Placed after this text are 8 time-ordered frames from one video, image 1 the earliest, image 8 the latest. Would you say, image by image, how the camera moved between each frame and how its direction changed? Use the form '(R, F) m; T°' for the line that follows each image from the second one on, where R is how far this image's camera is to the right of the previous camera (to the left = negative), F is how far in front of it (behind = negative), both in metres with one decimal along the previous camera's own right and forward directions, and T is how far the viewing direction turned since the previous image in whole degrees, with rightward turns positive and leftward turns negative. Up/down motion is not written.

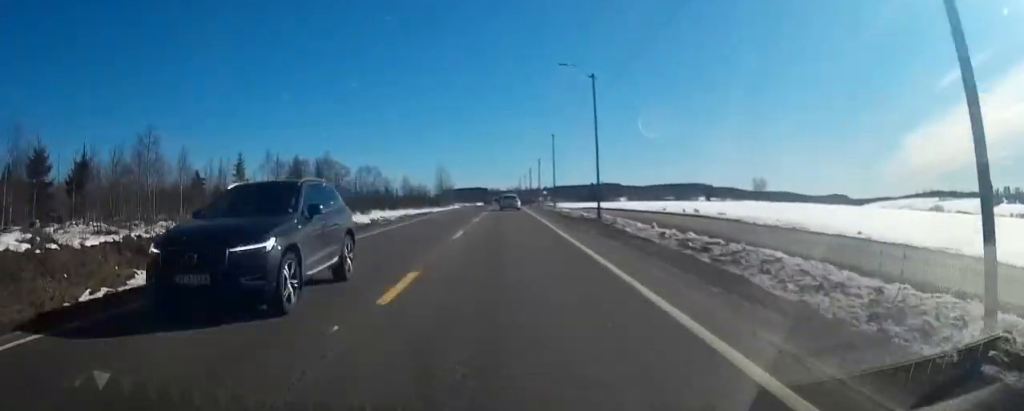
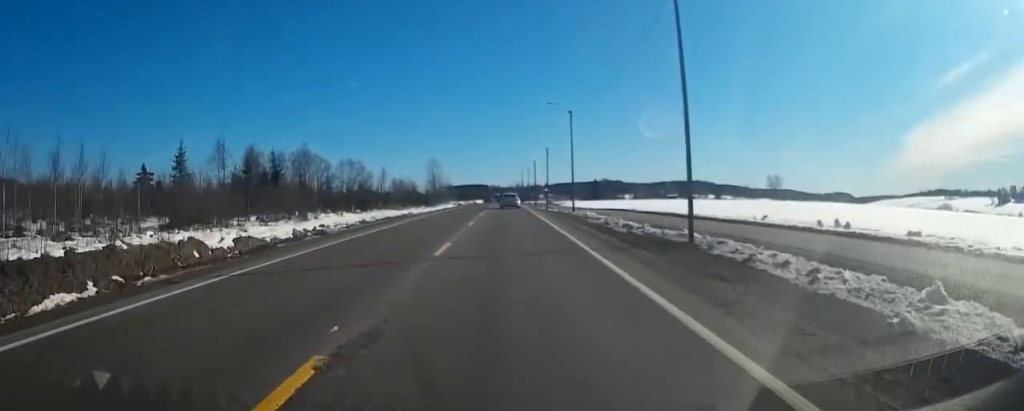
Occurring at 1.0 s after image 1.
(-0.3, +17.3) m; 0°
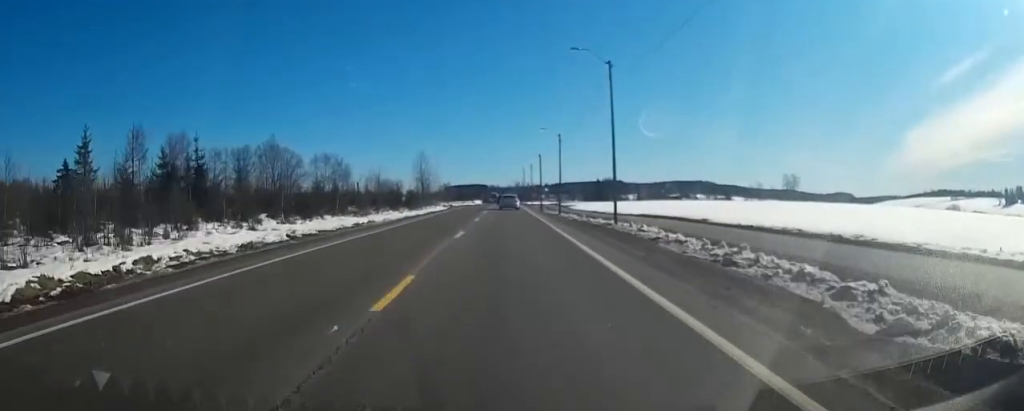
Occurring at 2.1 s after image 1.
(+0.2, +18.6) m; +1°
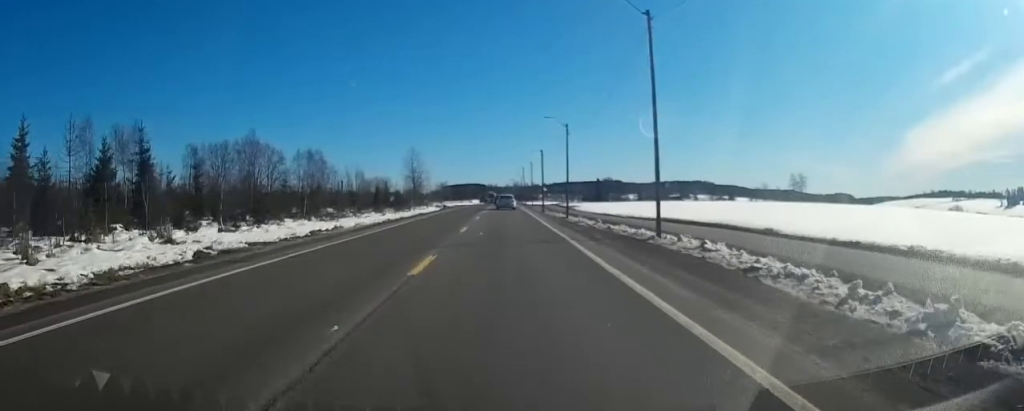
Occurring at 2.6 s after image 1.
(0.0, +8.8) m; 0°
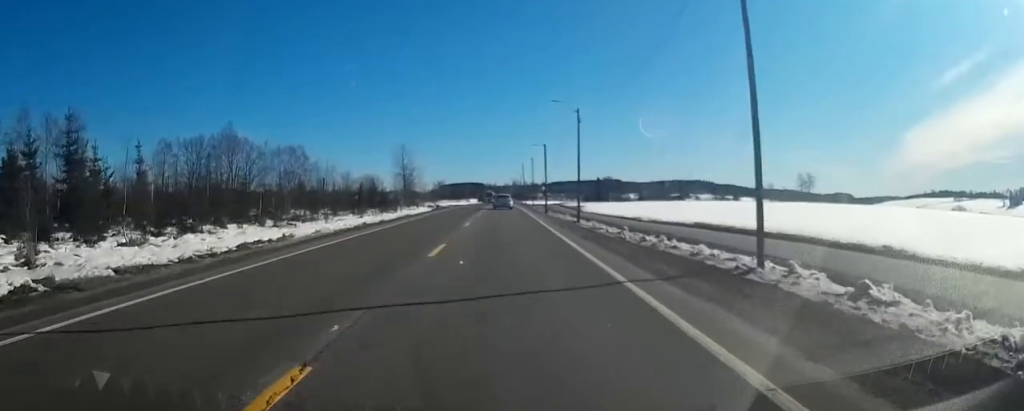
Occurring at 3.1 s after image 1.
(-0.1, +8.8) m; 0°
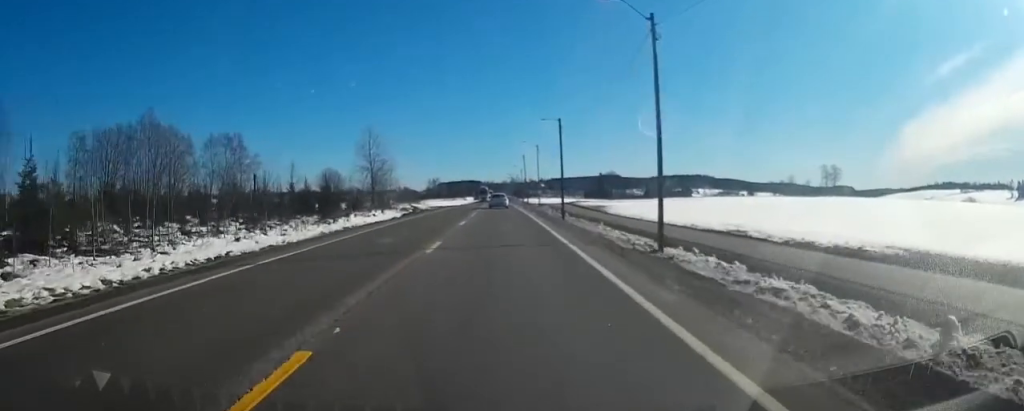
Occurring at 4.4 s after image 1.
(+0.2, +23.2) m; 0°
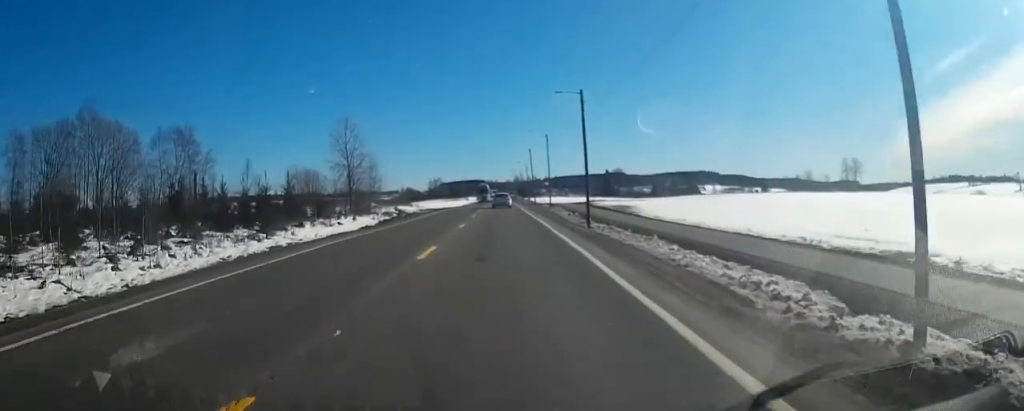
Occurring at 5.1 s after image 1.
(-0.1, +13.2) m; -1°
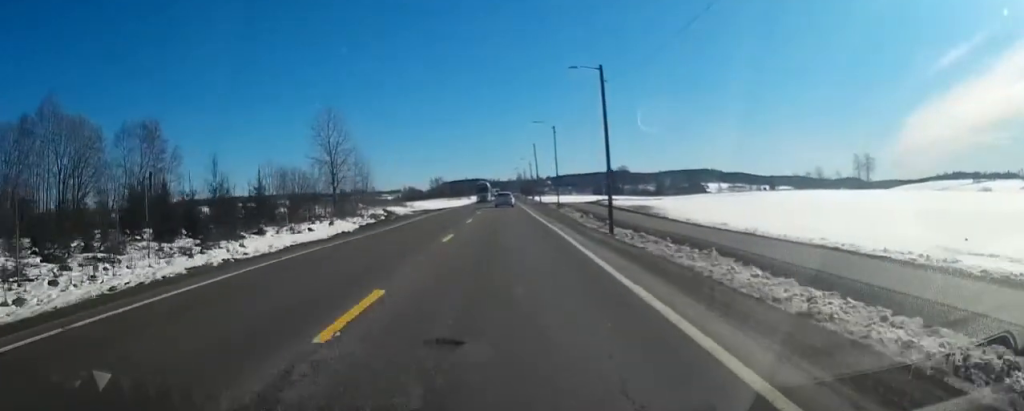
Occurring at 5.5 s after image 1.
(0.0, +7.2) m; 0°
